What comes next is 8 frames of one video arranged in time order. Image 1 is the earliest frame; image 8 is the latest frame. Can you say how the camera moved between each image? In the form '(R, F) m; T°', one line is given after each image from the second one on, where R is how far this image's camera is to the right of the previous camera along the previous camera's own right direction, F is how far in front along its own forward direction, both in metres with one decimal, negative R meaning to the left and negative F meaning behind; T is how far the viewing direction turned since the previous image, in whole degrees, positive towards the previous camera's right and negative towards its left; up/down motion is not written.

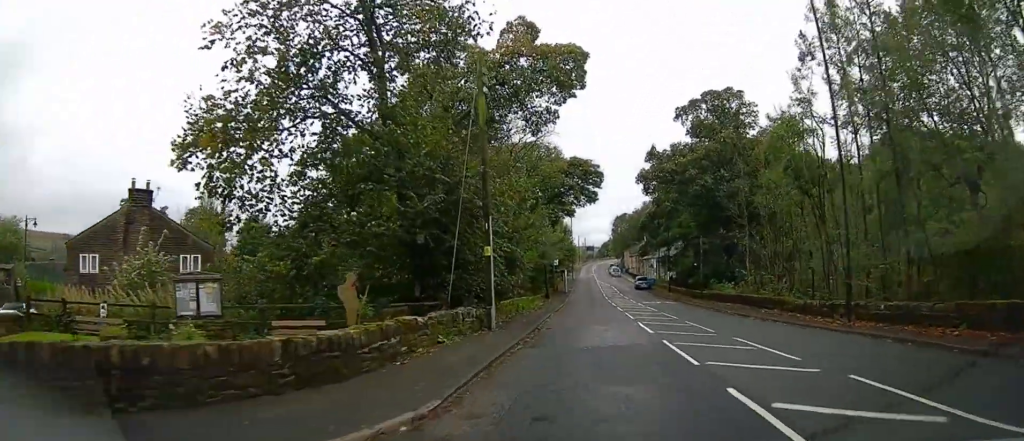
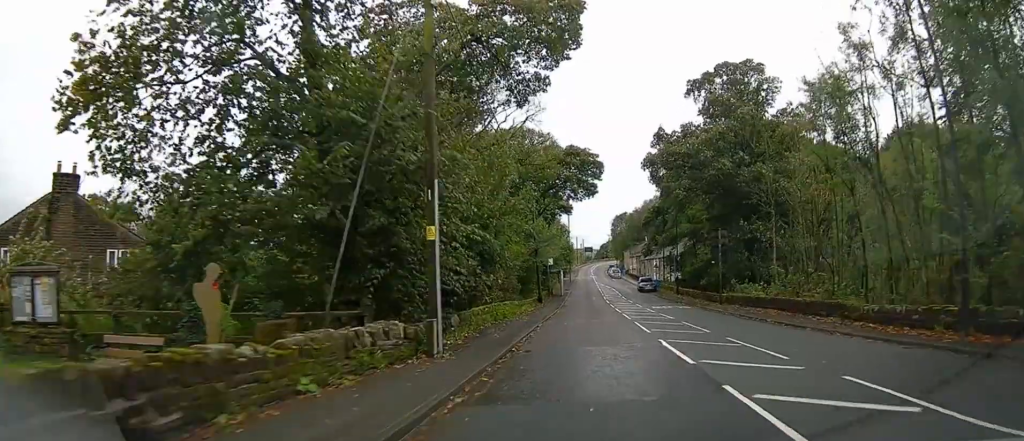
(+0.1, +5.8) m; +1°
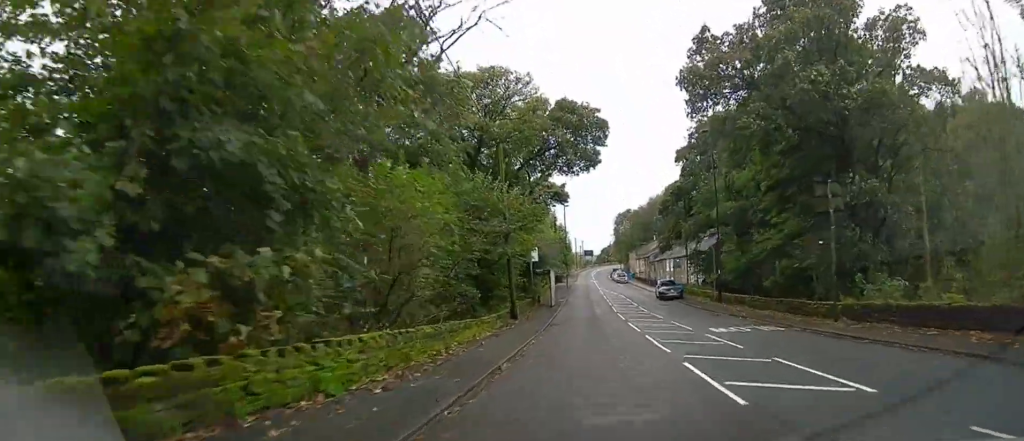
(+0.2, +15.3) m; +1°
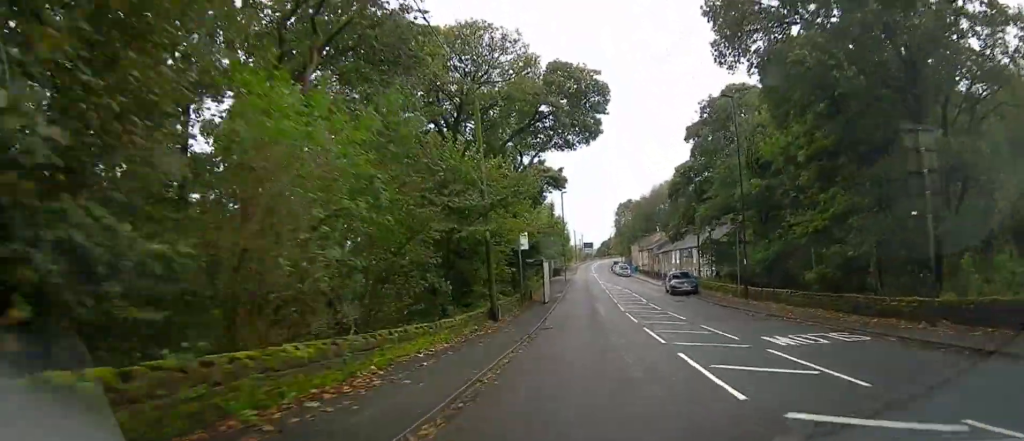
(0.0, +5.5) m; 0°
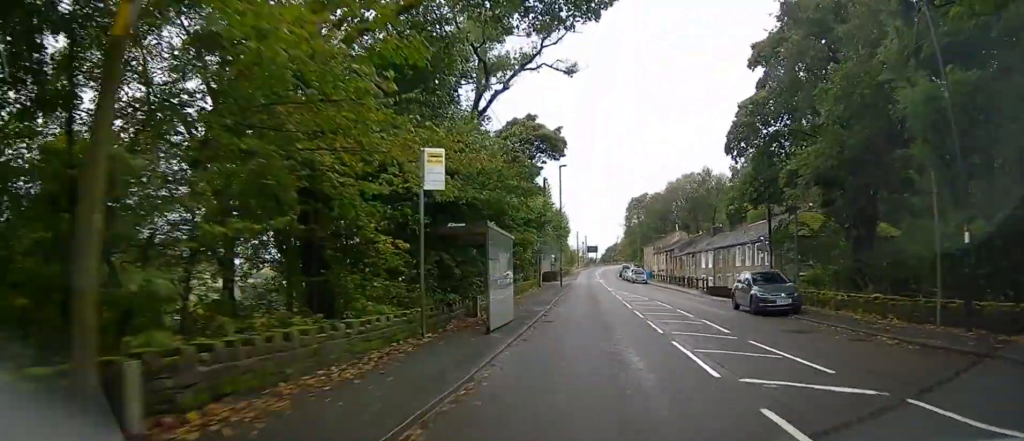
(0.0, +17.1) m; 0°
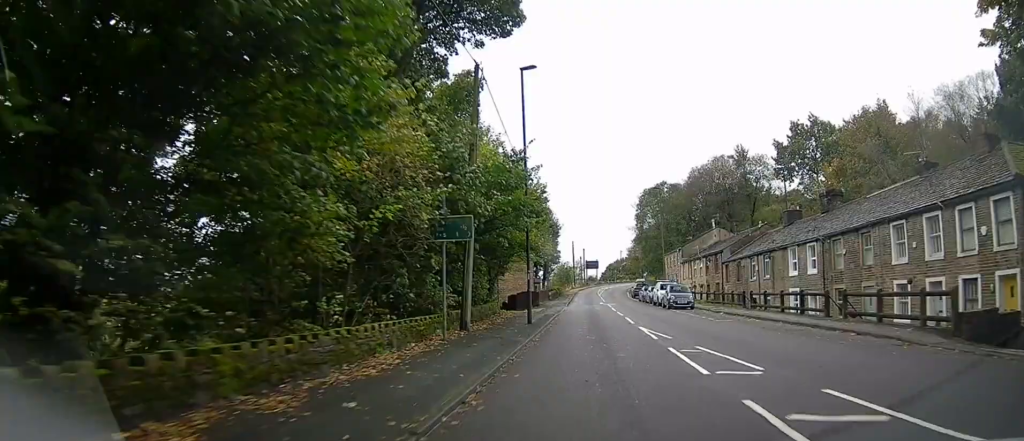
(0.0, +25.8) m; -1°
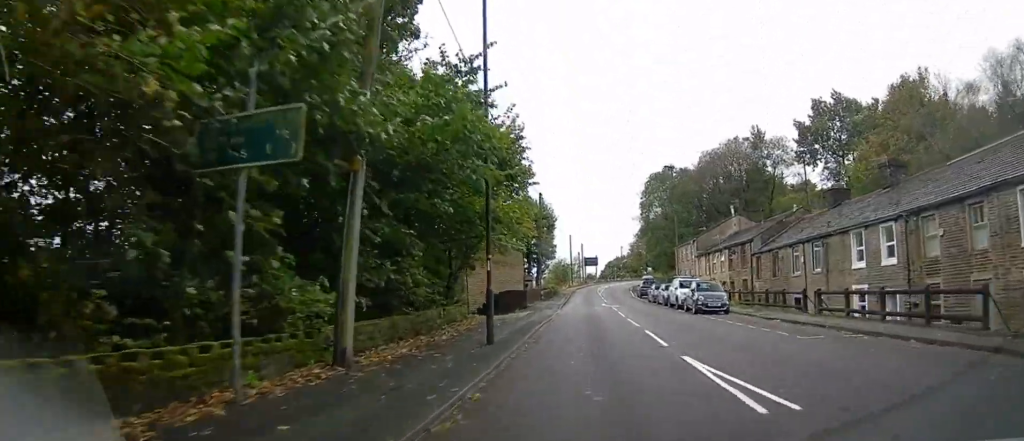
(-0.1, +8.8) m; 0°
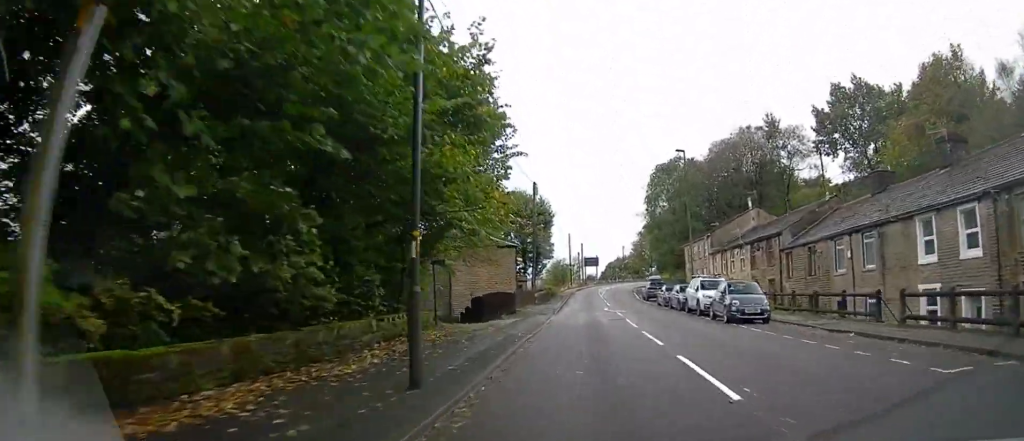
(0.0, +5.4) m; 0°
